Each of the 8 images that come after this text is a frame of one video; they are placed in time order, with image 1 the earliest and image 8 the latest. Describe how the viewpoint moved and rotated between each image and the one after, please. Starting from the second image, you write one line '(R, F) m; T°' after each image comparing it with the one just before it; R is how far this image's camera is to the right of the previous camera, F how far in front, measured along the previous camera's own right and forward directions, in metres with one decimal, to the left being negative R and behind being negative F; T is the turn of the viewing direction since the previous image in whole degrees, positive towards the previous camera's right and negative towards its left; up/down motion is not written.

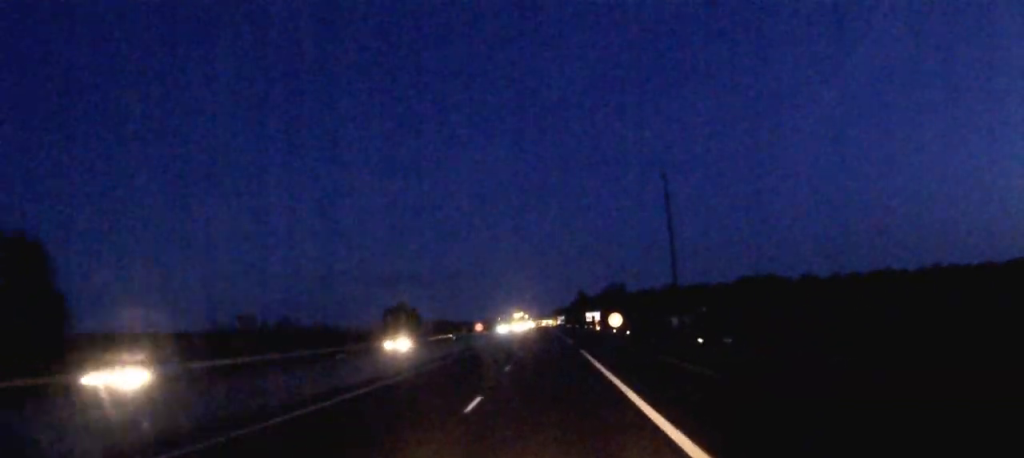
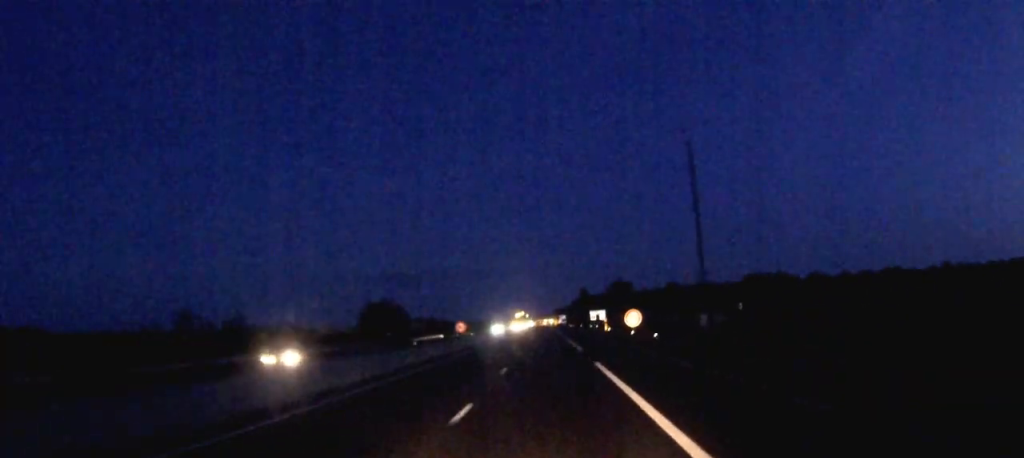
(0.0, +14.6) m; 0°
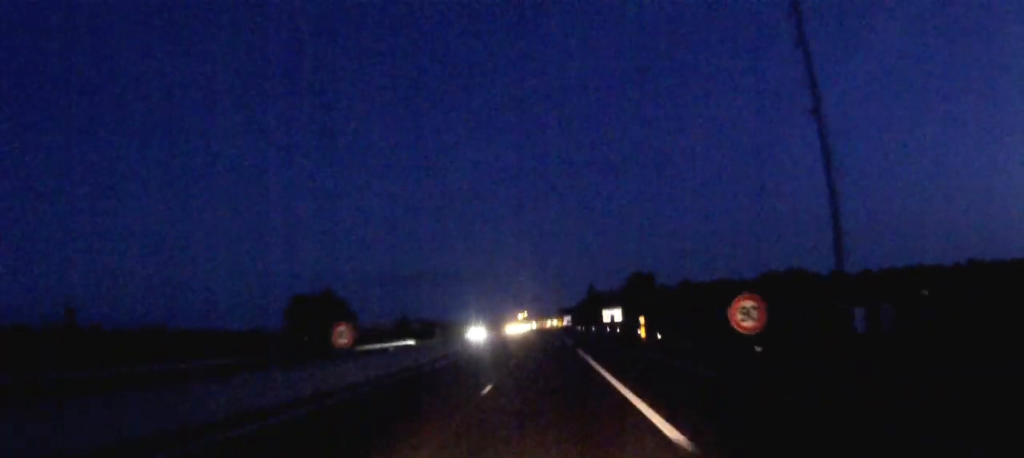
(-0.2, +32.5) m; -1°
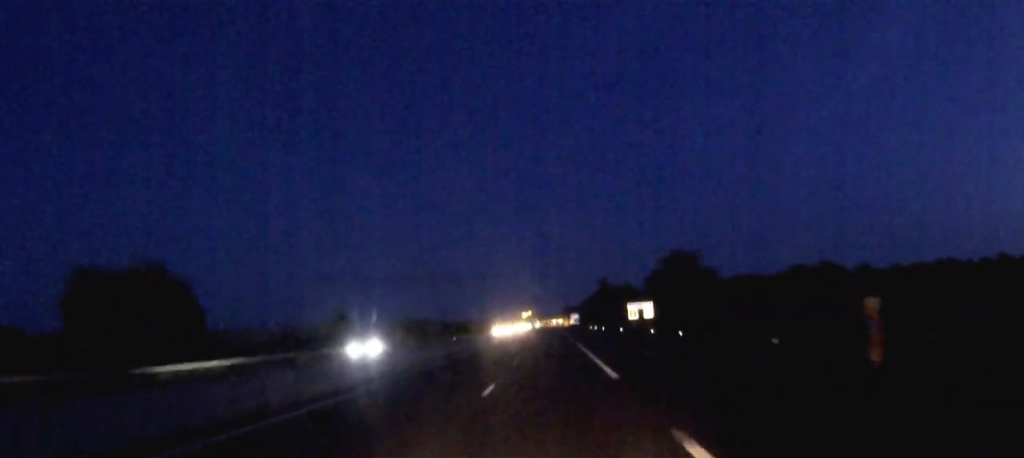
(-0.1, +39.4) m; 0°
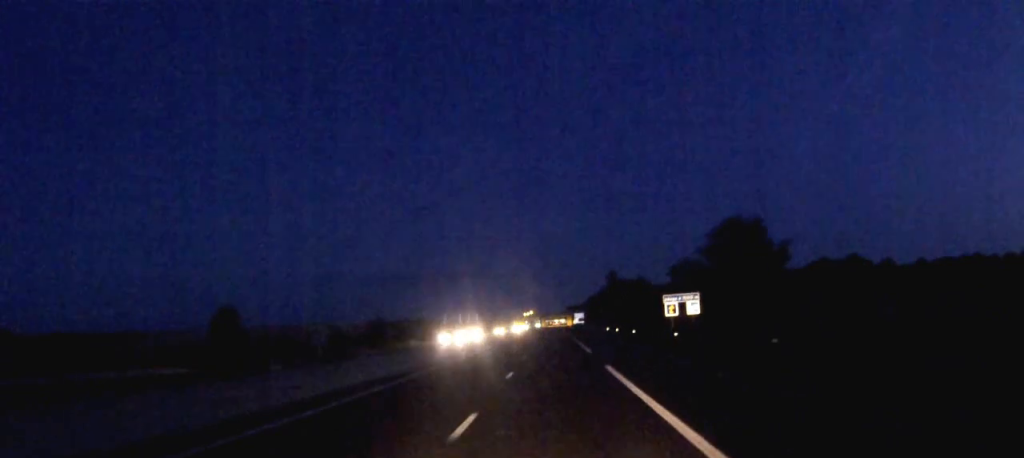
(-0.1, +32.6) m; 0°
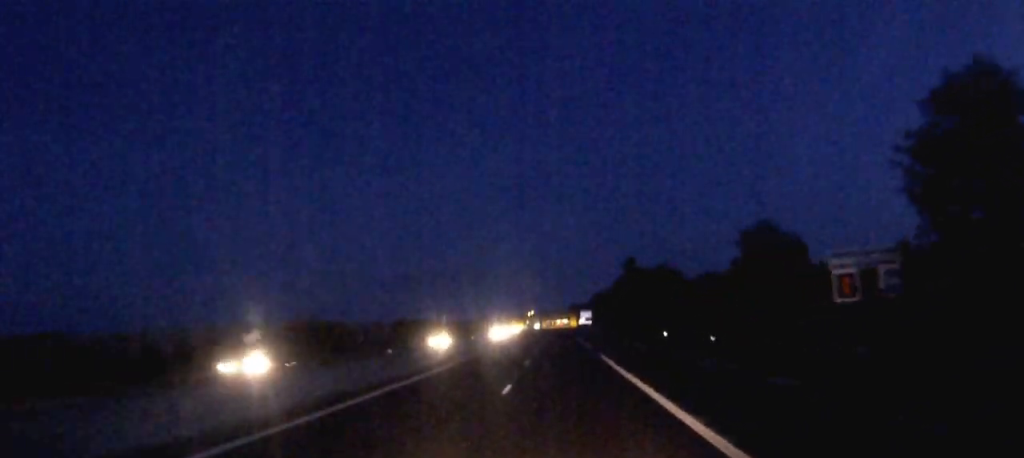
(+0.1, +44.2) m; 0°
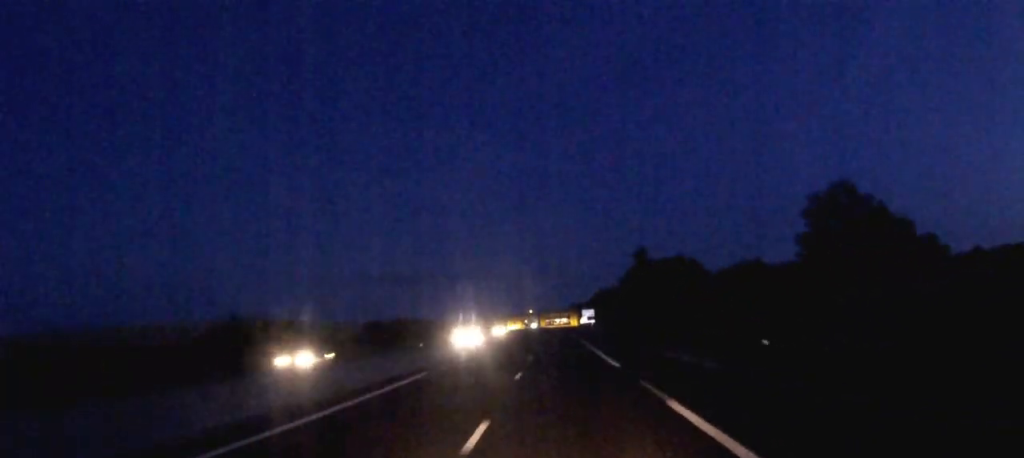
(0.0, +21.5) m; 0°
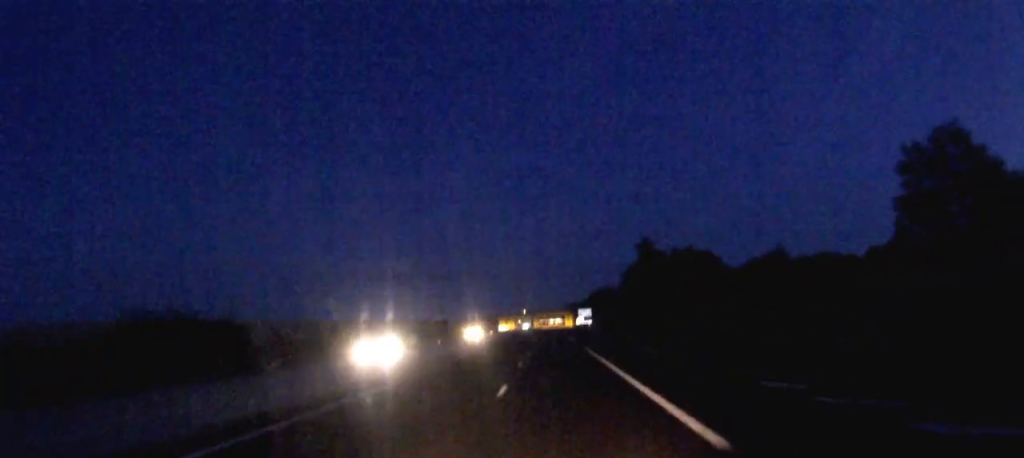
(0.0, +17.9) m; 0°
